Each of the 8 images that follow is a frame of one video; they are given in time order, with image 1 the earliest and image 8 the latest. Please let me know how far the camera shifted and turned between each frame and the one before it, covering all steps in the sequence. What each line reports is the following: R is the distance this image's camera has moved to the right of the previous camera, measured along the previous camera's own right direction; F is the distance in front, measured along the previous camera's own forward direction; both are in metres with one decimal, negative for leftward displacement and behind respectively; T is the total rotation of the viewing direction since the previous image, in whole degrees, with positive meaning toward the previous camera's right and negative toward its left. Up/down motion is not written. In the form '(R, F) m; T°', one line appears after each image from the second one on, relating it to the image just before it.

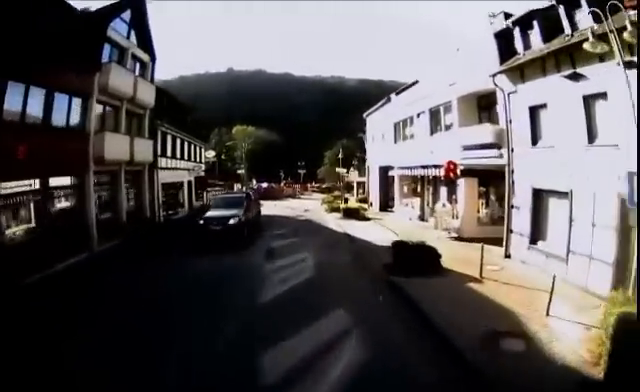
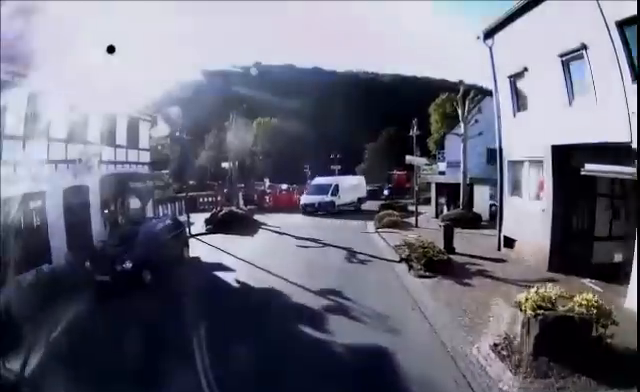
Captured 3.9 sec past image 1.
(-0.4, +22.5) m; +2°
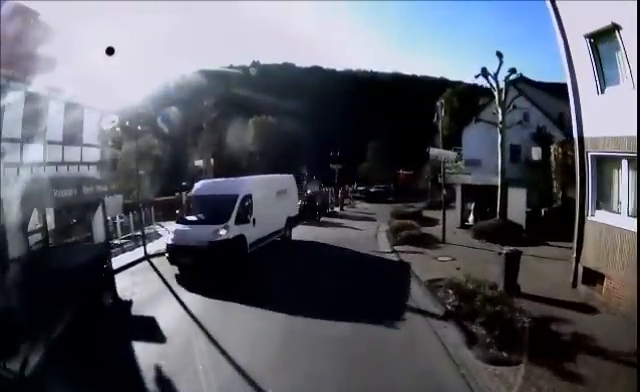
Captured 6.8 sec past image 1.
(+0.3, +10.6) m; -1°
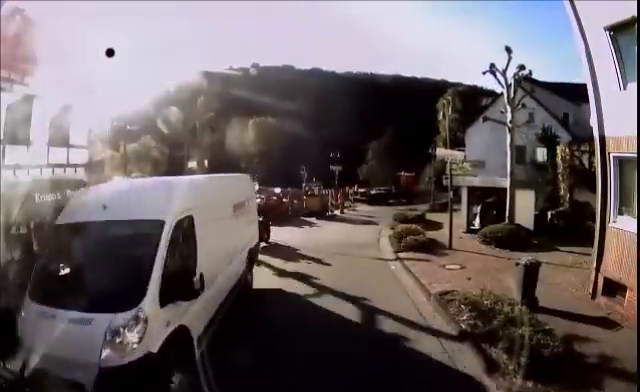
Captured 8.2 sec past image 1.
(-0.1, +5.1) m; -2°
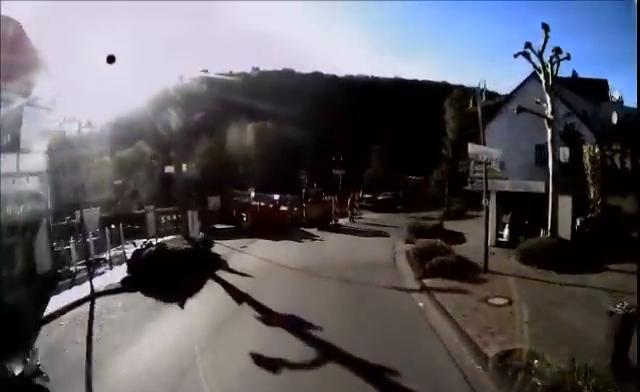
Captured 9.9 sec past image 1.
(-0.1, +7.9) m; +6°
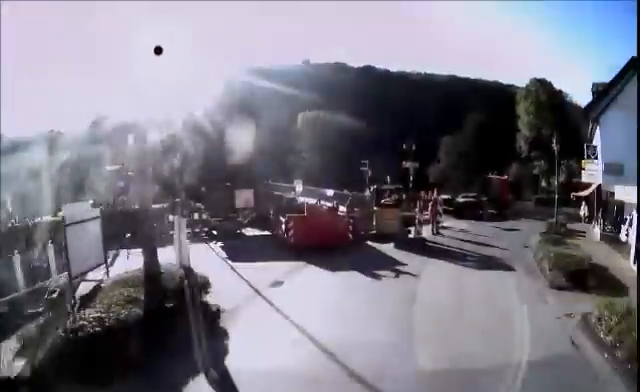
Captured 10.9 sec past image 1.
(-0.6, +5.3) m; +10°
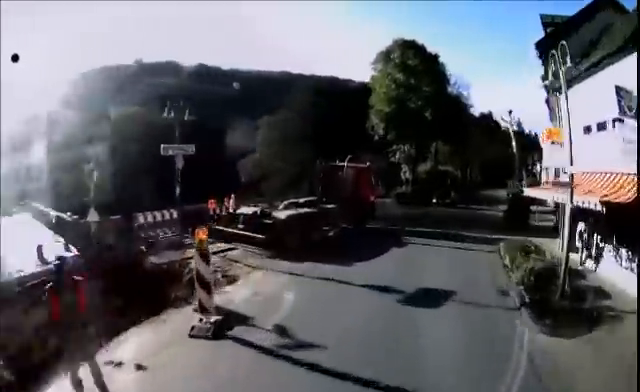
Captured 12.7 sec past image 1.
(+2.7, +11.6) m; +25°
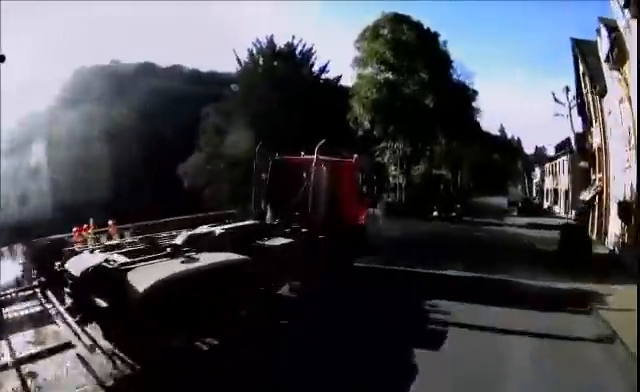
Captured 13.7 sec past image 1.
(+1.2, +8.0) m; +5°
